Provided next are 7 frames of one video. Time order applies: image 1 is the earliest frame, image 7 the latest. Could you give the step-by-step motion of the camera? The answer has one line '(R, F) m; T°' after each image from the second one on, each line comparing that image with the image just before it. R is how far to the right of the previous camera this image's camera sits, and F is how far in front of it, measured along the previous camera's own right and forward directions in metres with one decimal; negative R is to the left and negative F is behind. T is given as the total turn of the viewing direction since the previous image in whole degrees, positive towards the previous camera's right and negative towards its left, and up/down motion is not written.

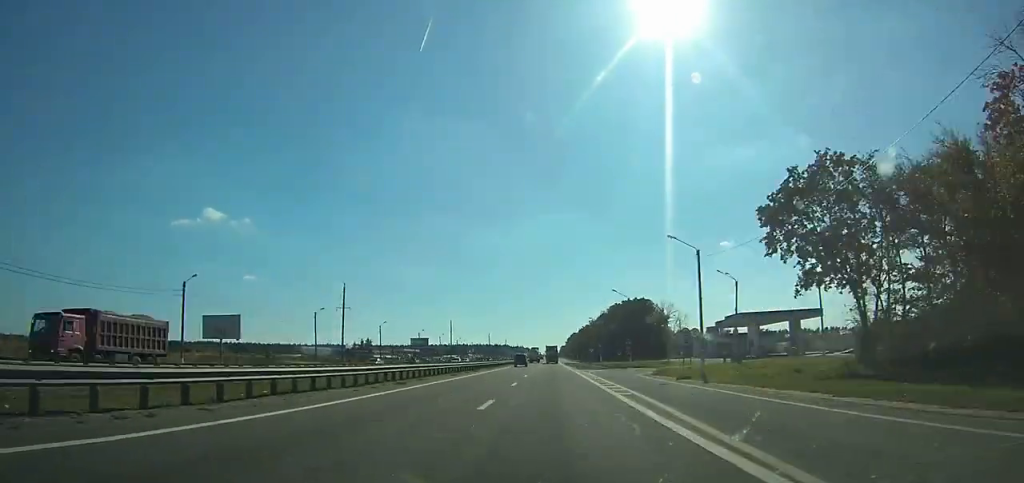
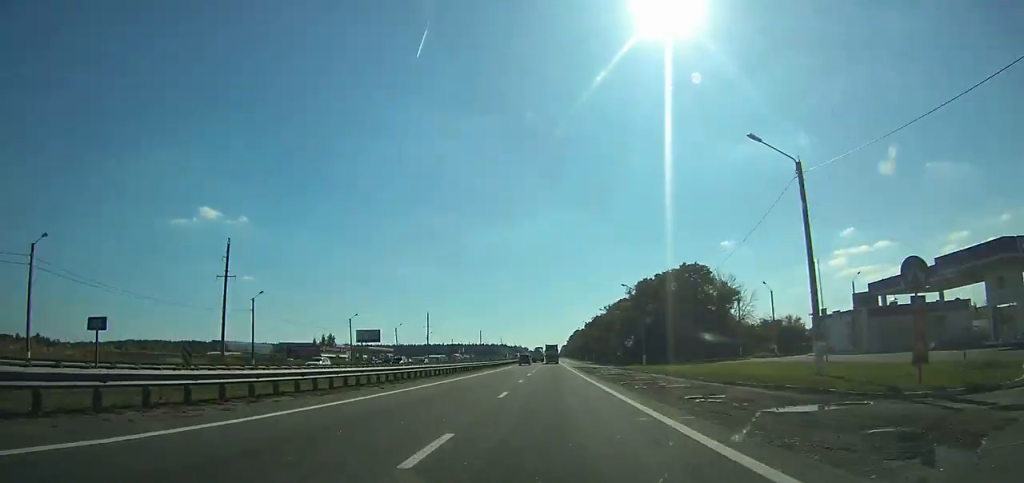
(0.0, +57.1) m; 0°
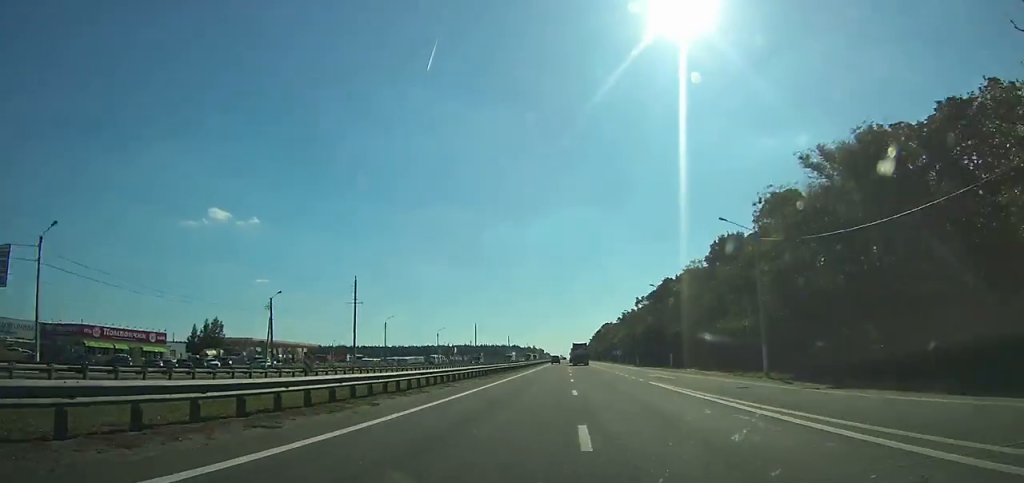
(-0.8, +108.1) m; 0°
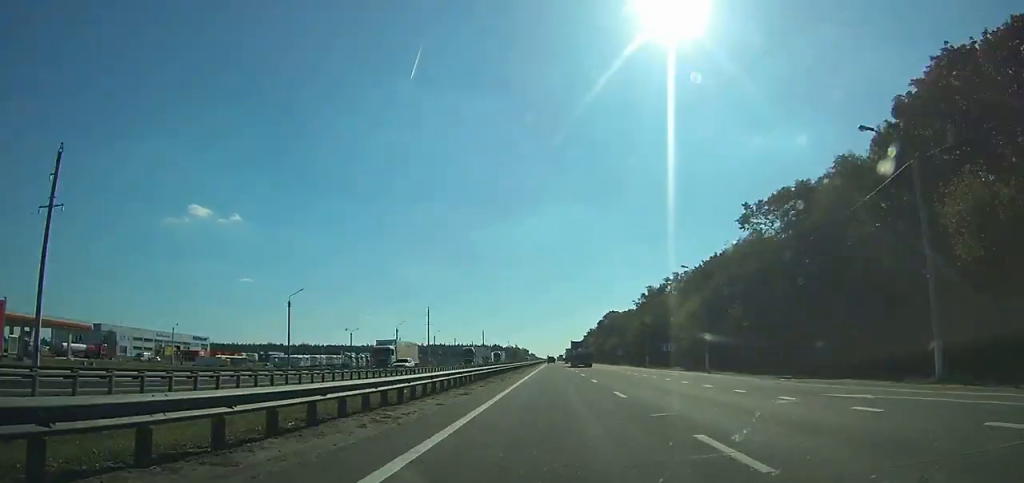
(+0.2, +84.6) m; +1°
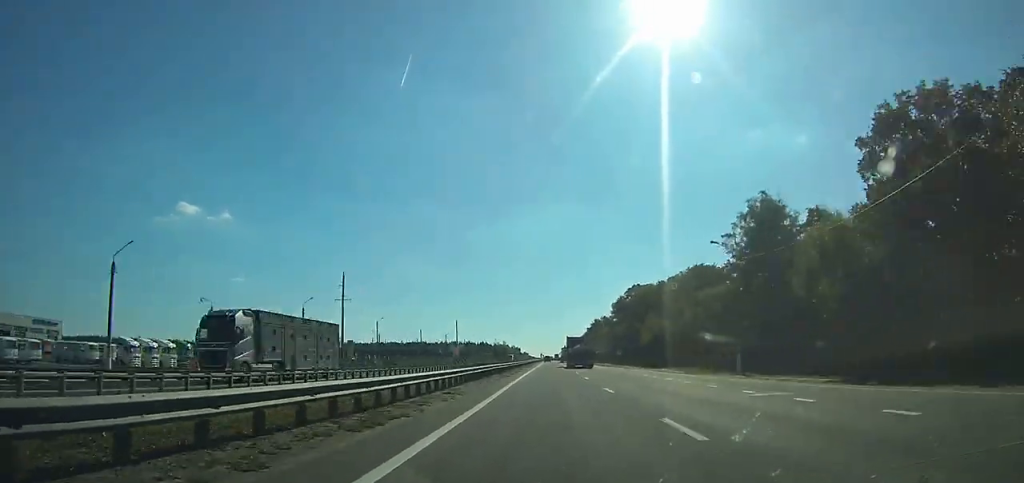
(+0.4, +79.6) m; 0°
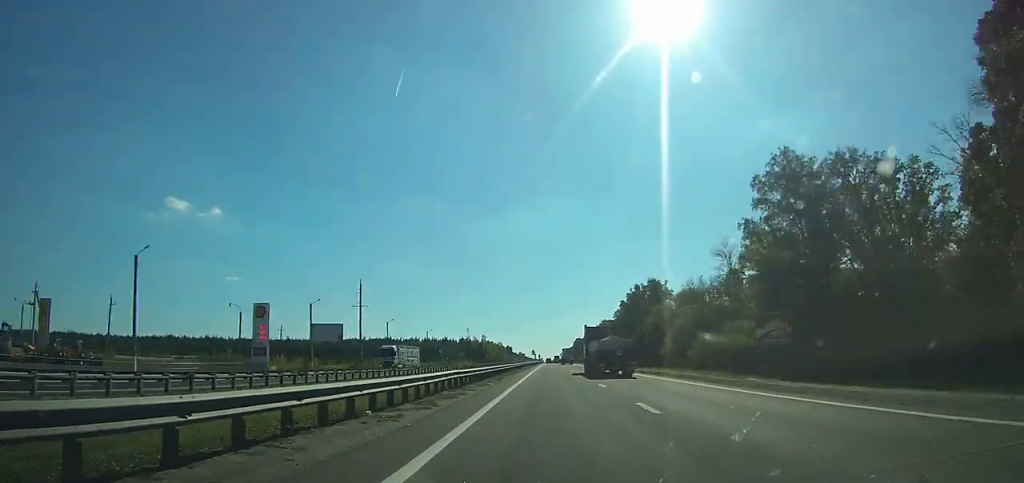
(+0.2, +141.6) m; 0°
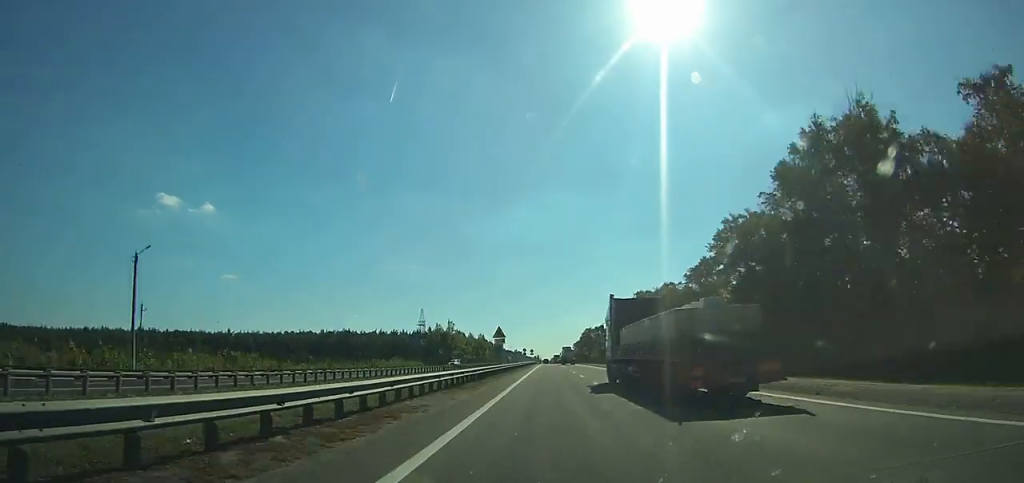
(0.0, +107.3) m; 0°
